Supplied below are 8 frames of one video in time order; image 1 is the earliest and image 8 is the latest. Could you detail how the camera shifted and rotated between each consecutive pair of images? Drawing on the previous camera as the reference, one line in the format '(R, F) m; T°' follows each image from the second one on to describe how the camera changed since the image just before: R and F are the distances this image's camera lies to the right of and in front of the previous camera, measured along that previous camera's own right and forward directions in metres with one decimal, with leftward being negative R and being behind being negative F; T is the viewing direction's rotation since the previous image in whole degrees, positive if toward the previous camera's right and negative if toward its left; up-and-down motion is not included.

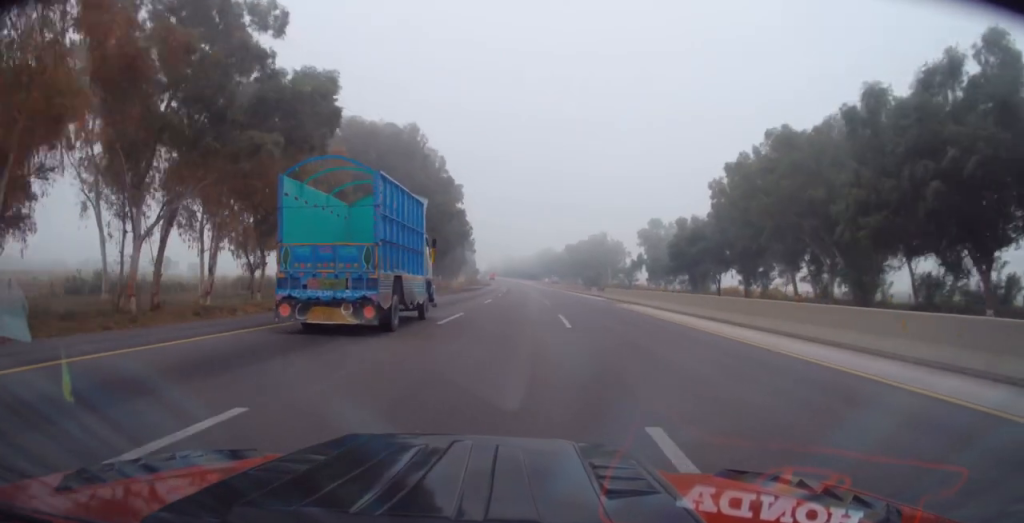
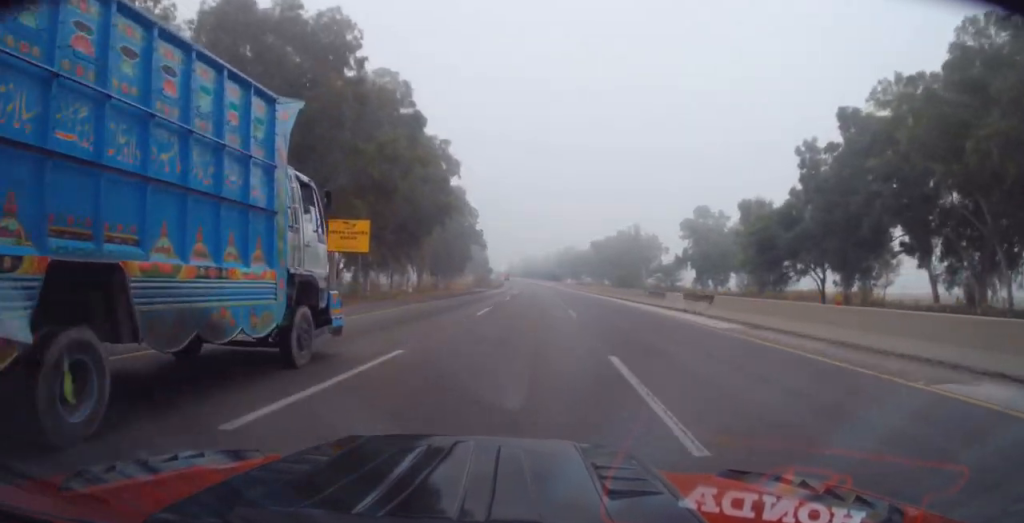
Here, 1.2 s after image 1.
(-0.7, +30.4) m; -2°
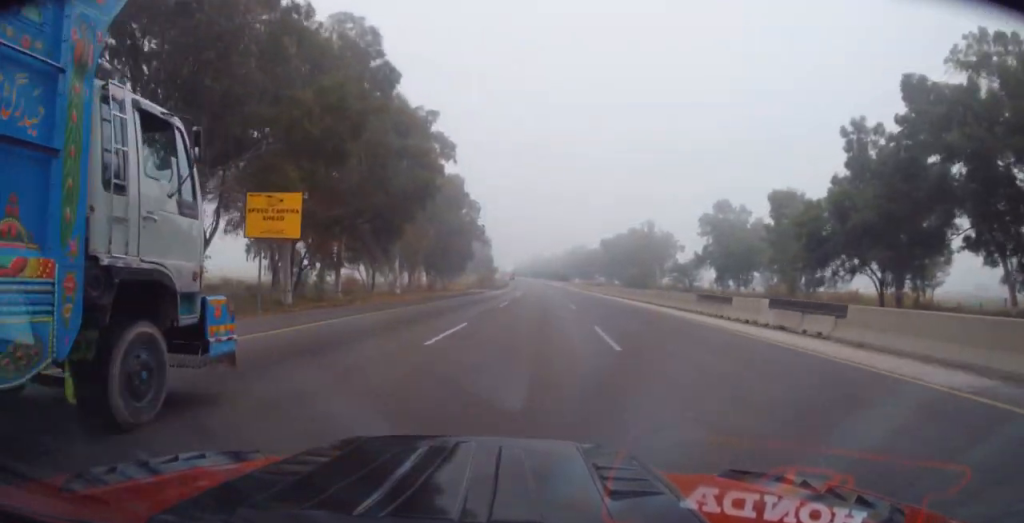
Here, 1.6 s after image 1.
(0.0, +11.0) m; 0°
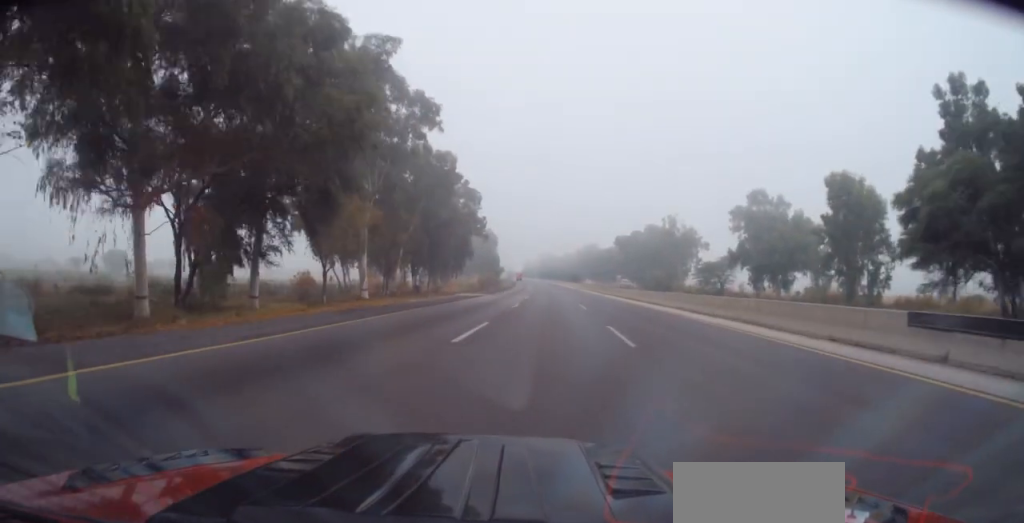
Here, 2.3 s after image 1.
(0.0, +17.0) m; -1°
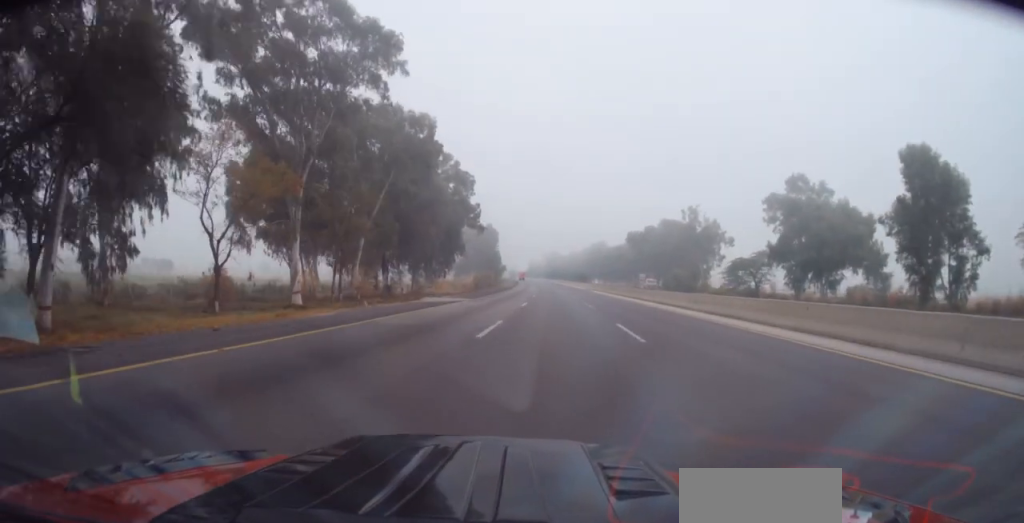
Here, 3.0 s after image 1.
(-0.2, +17.0) m; 0°
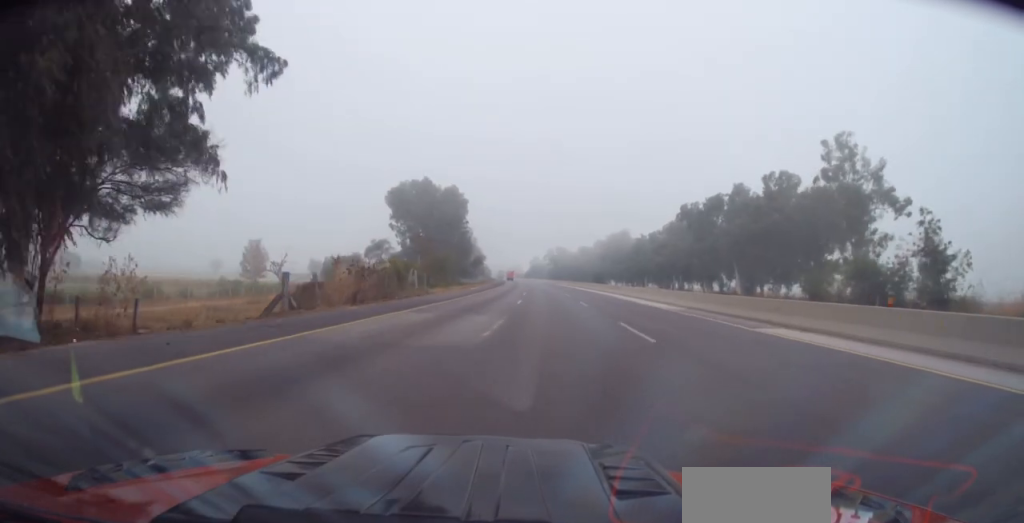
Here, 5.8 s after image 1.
(-0.4, +72.5) m; -1°
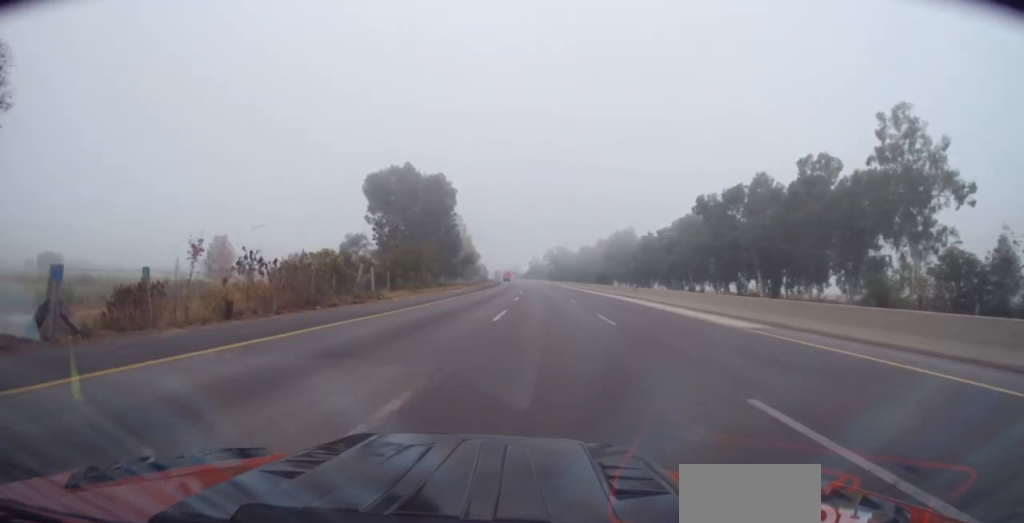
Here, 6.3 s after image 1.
(0.0, +12.8) m; 0°
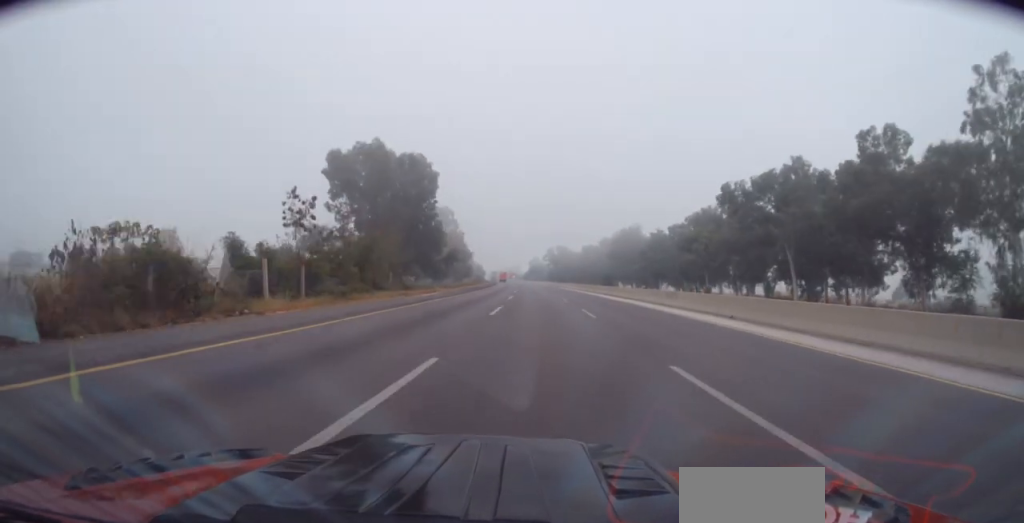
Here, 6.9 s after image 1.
(+0.1, +15.3) m; 0°
